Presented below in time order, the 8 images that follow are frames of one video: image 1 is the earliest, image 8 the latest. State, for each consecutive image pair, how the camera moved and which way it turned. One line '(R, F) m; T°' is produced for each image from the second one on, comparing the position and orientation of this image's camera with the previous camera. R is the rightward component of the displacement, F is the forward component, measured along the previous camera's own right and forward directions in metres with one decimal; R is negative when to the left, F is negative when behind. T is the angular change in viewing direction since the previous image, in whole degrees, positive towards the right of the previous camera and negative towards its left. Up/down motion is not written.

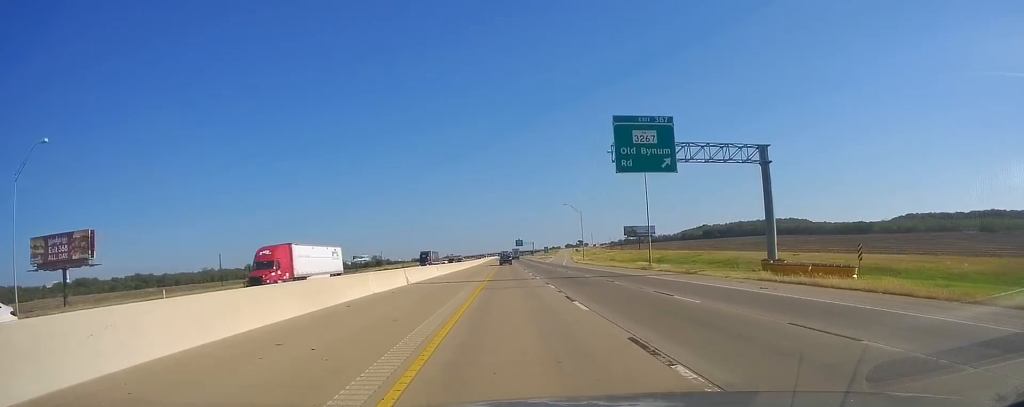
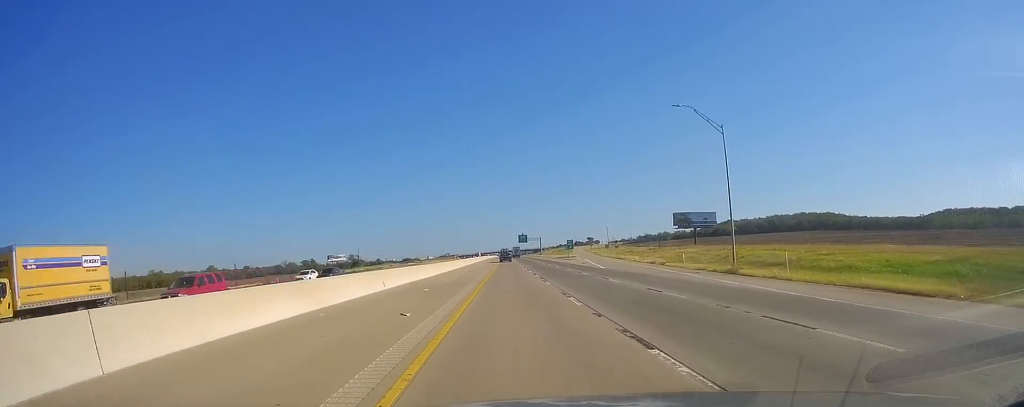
(-1.0, +83.7) m; +1°
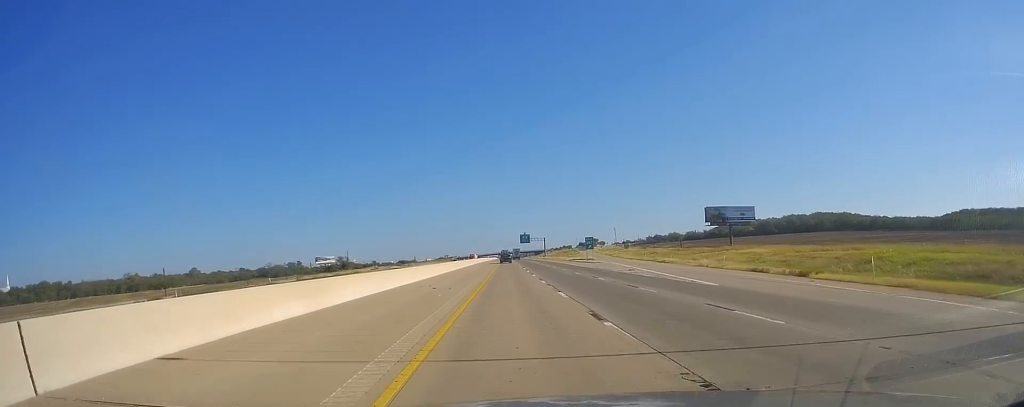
(+0.2, +32.5) m; 0°
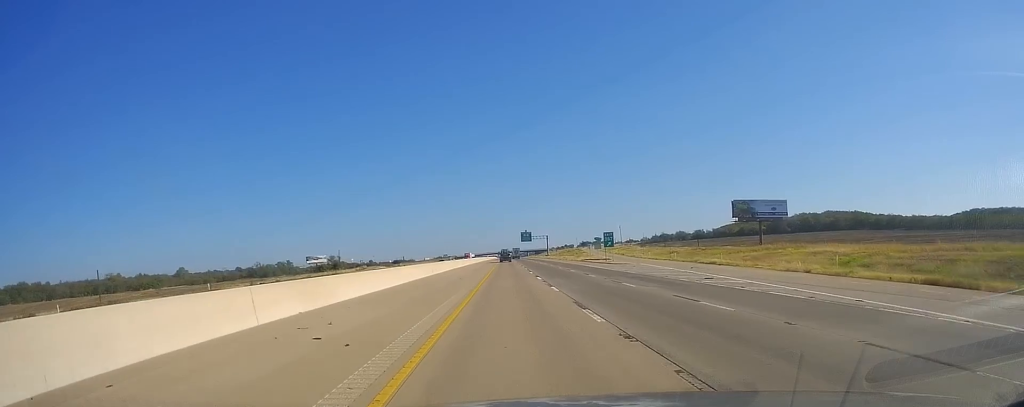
(+0.3, +21.2) m; 0°
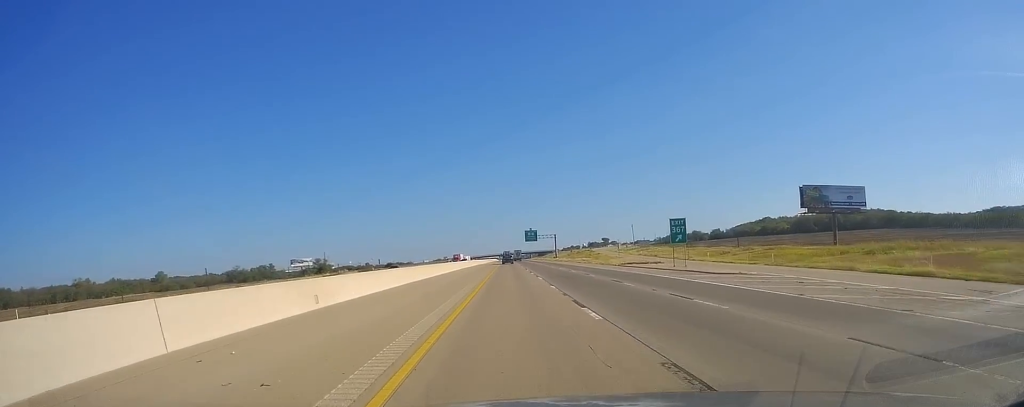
(-0.6, +35.8) m; -1°
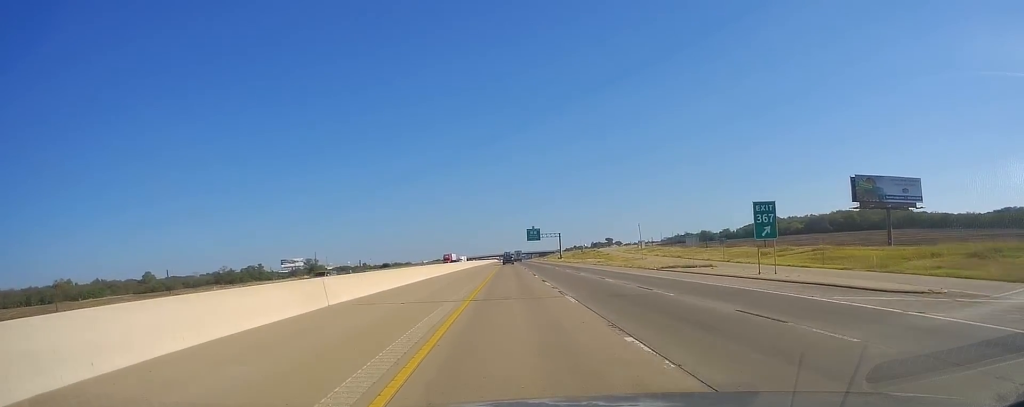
(-0.2, +18.7) m; 0°
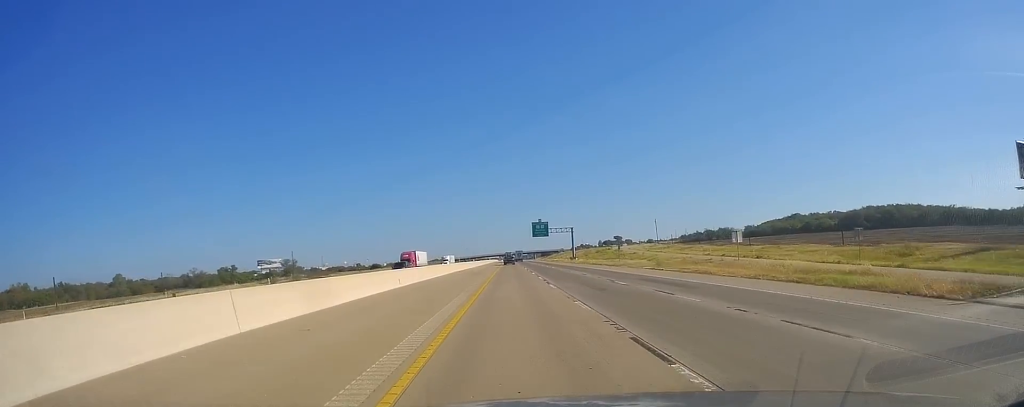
(+0.1, +39.0) m; -1°
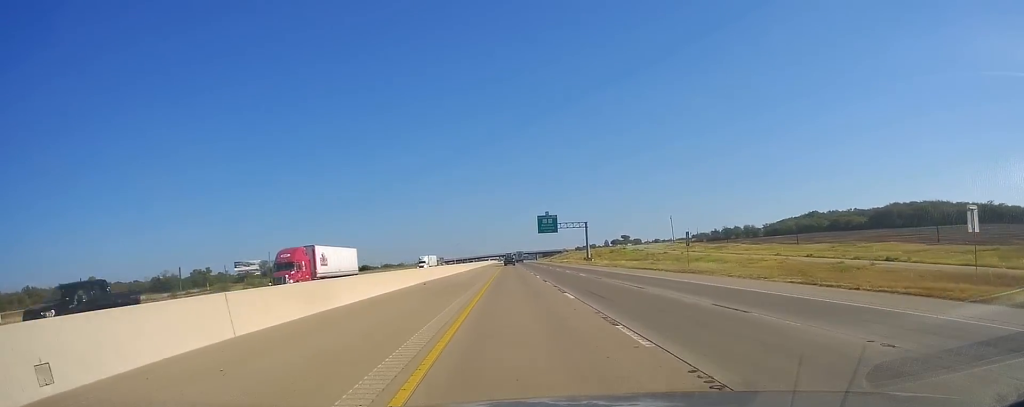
(-0.4, +31.1) m; 0°
